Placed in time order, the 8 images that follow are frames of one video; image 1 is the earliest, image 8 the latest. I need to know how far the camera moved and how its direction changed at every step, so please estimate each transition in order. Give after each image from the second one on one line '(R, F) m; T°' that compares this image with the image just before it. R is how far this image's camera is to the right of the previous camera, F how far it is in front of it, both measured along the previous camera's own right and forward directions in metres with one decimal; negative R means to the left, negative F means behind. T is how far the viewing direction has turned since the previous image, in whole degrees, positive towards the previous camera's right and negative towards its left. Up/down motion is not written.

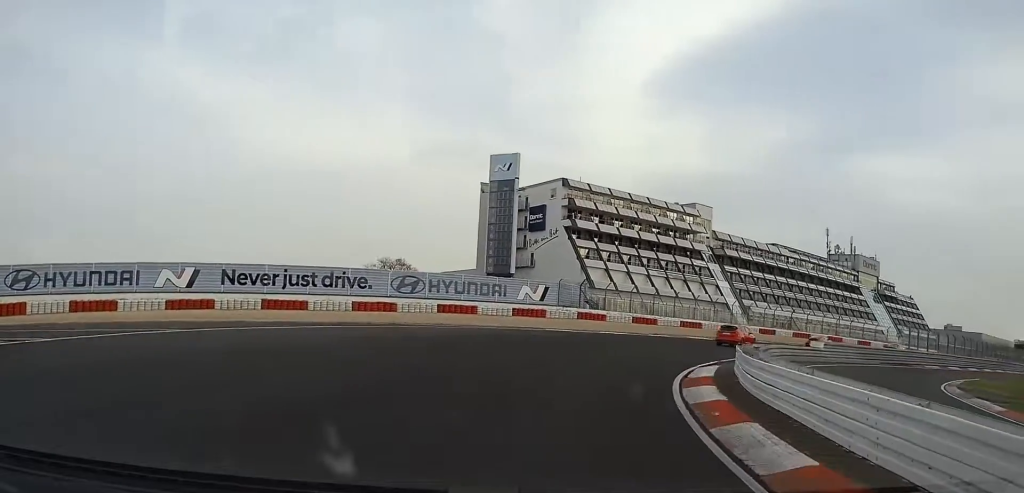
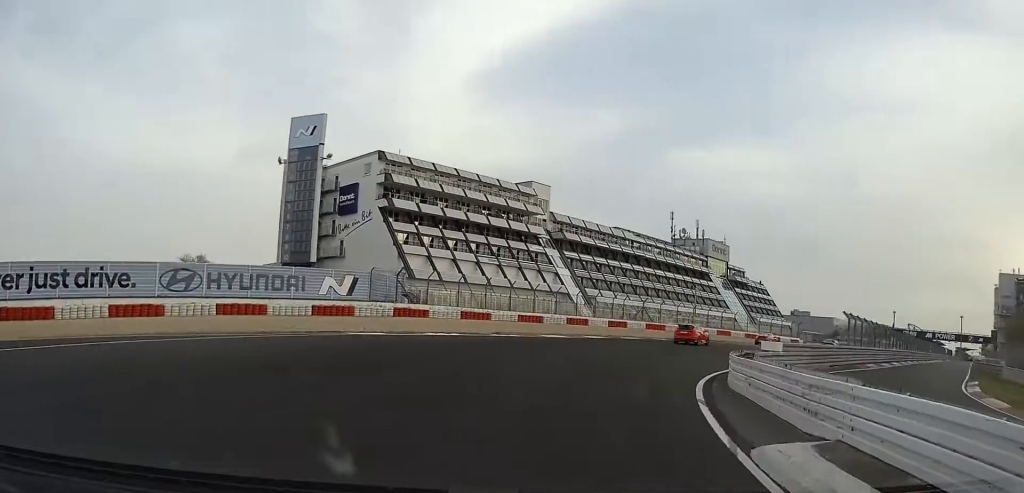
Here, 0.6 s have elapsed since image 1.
(+0.4, +14.6) m; +16°
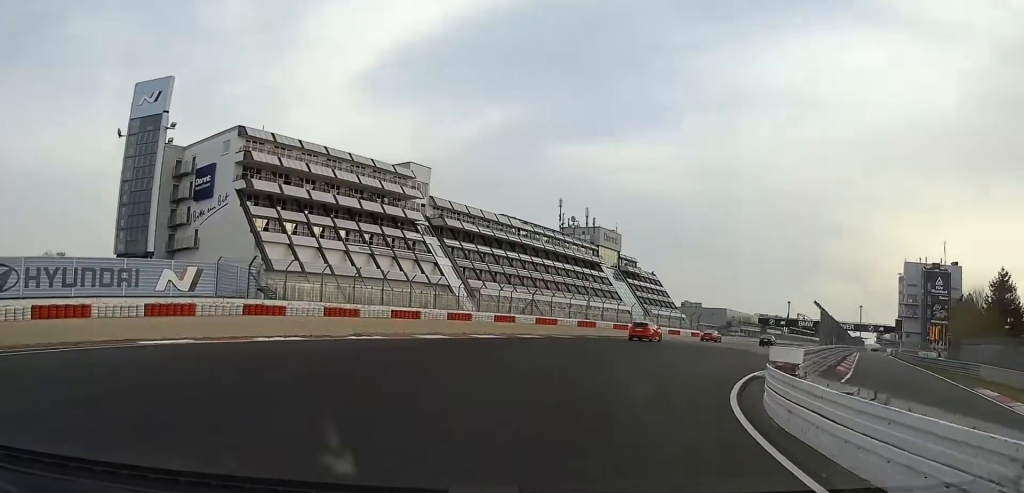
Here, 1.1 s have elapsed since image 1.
(+2.4, +10.3) m; +11°
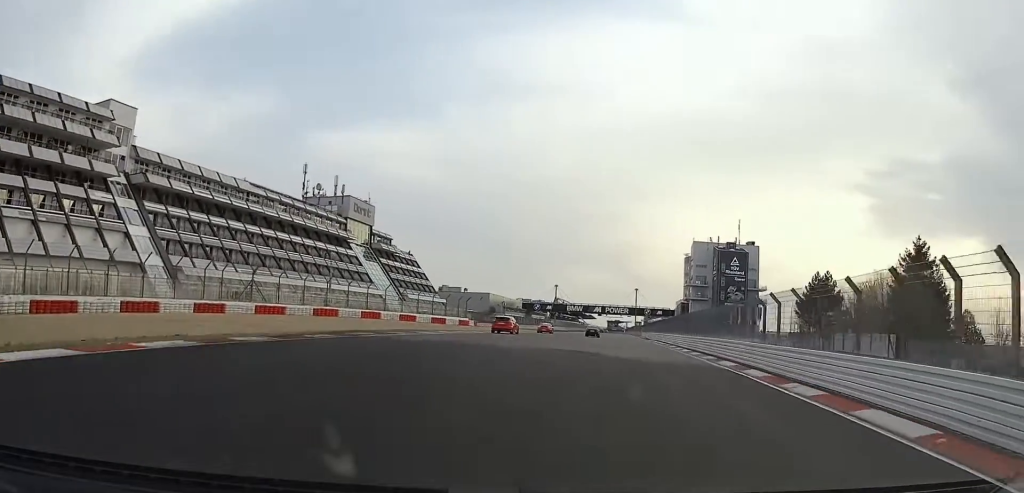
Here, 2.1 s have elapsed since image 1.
(+5.3, +23.9) m; +20°
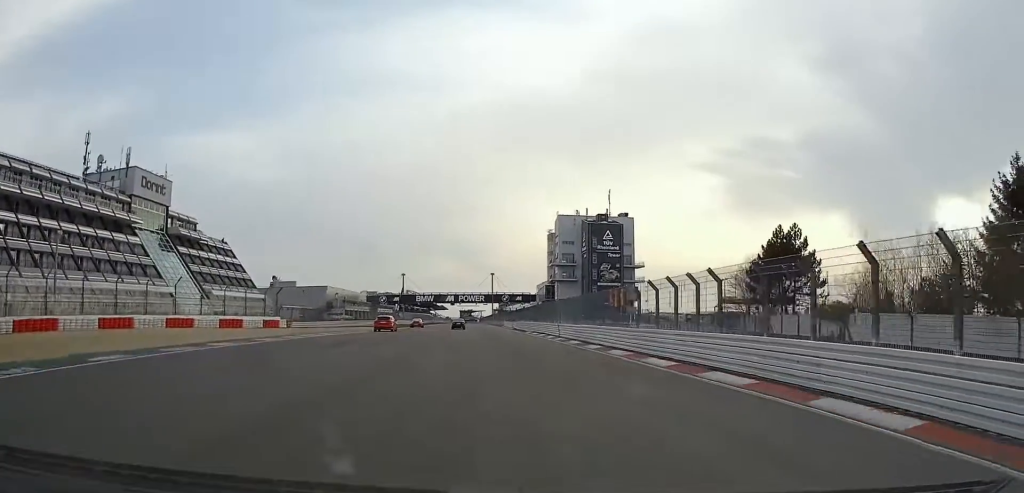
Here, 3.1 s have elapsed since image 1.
(+3.8, +27.7) m; +11°
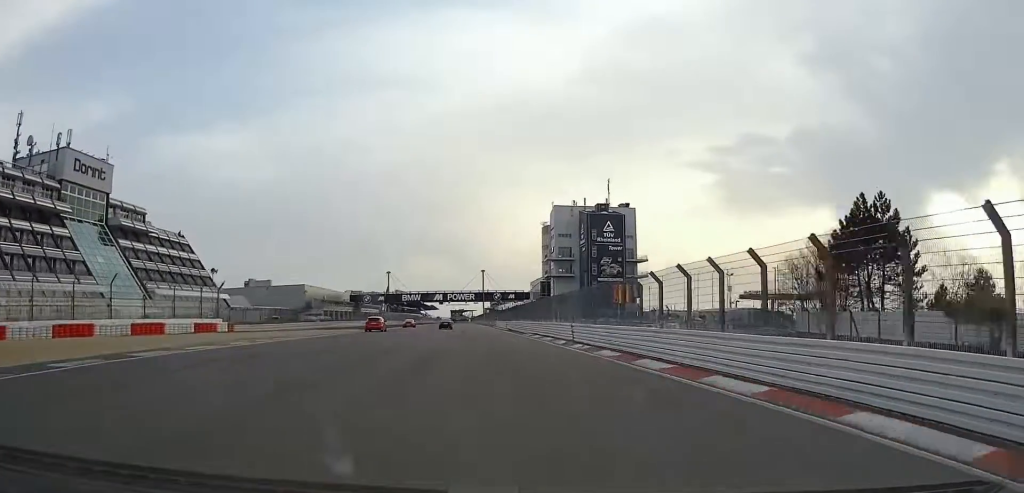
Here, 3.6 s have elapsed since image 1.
(+0.4, +15.3) m; +3°
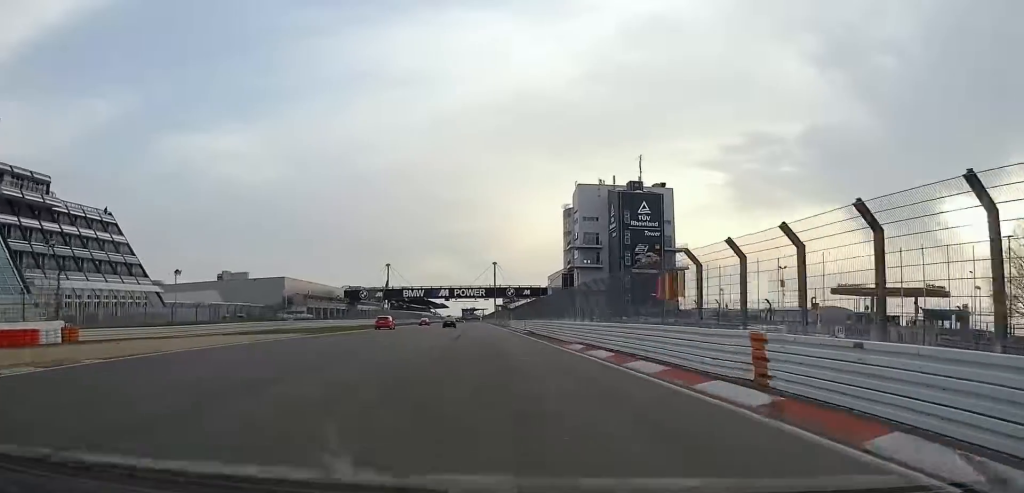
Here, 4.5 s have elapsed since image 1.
(+0.5, +28.4) m; 0°
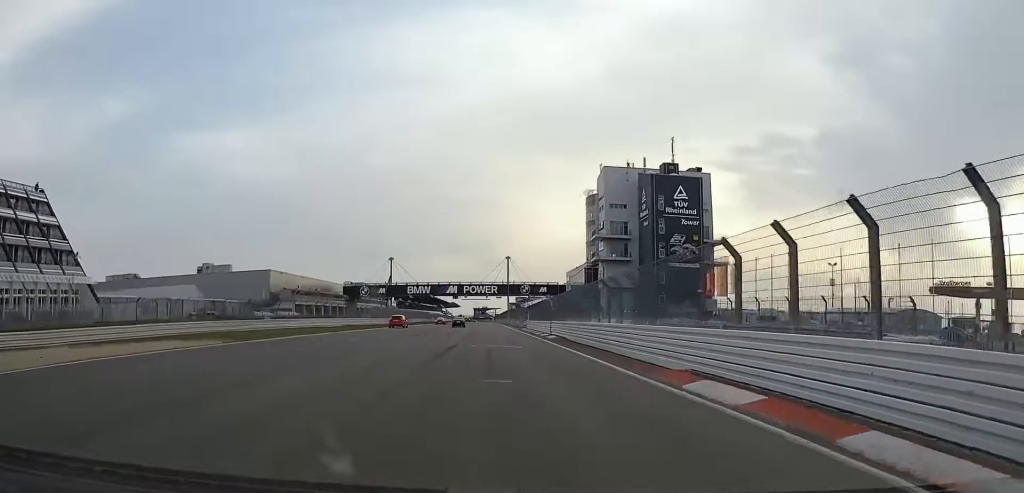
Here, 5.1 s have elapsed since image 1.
(-0.2, +18.4) m; -1°
